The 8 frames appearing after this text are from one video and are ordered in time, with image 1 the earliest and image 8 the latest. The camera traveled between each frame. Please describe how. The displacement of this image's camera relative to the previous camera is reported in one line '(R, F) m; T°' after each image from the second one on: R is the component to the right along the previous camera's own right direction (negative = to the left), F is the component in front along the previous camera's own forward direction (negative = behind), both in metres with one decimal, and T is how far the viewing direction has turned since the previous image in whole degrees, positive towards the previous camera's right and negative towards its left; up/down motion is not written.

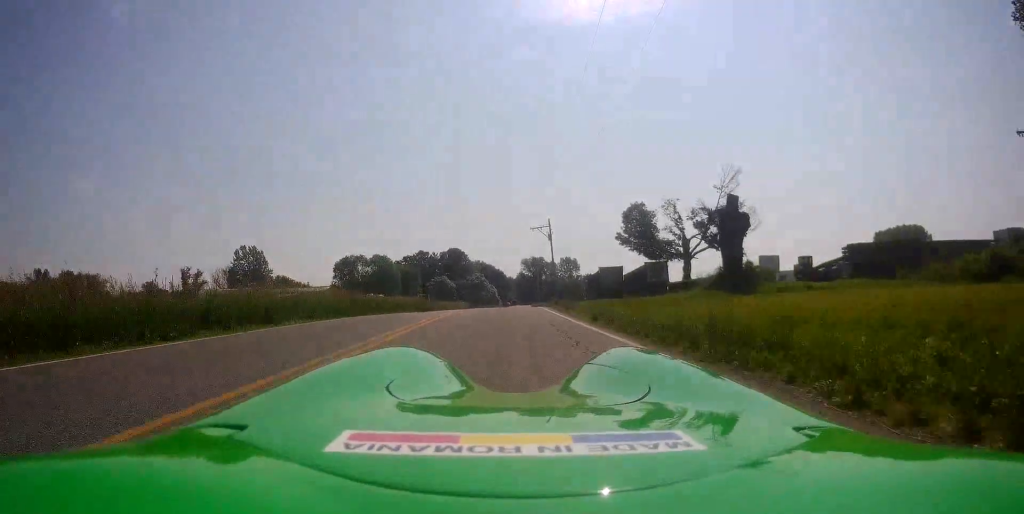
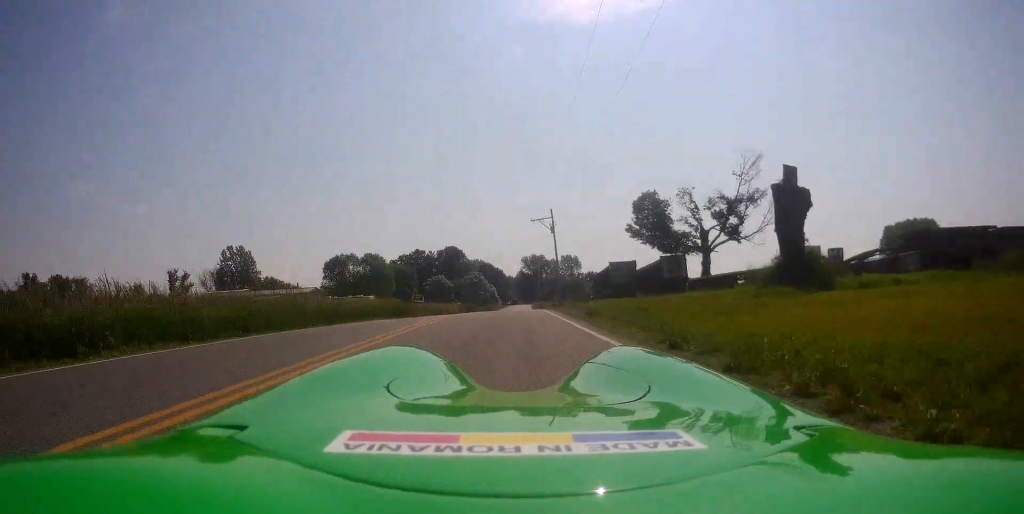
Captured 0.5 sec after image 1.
(0.0, +7.2) m; -1°
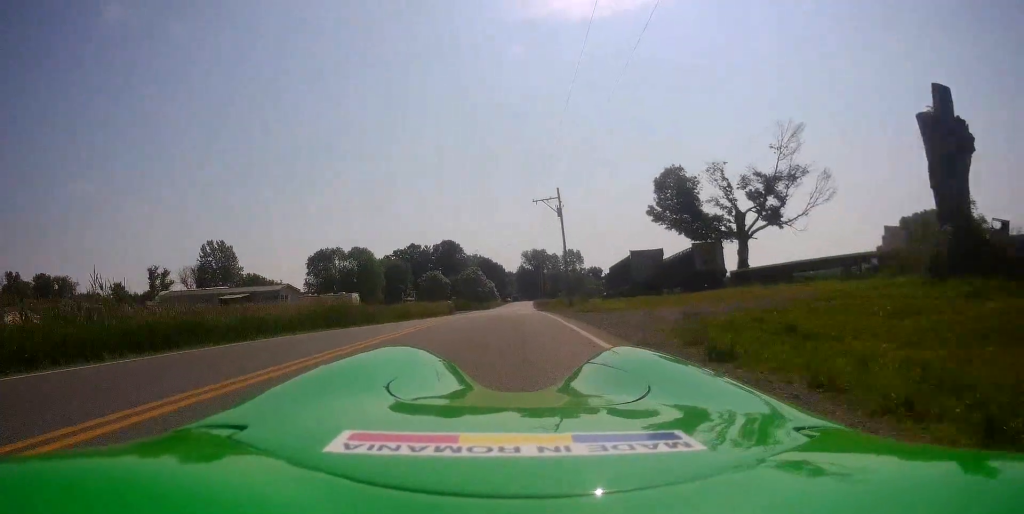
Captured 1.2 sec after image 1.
(-0.2, +10.7) m; -2°
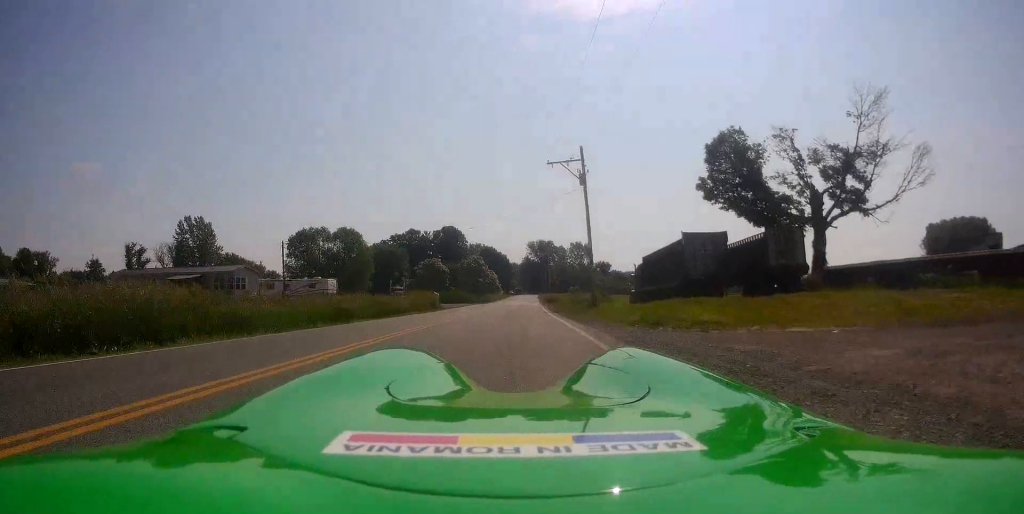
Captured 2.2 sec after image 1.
(-0.3, +12.9) m; 0°
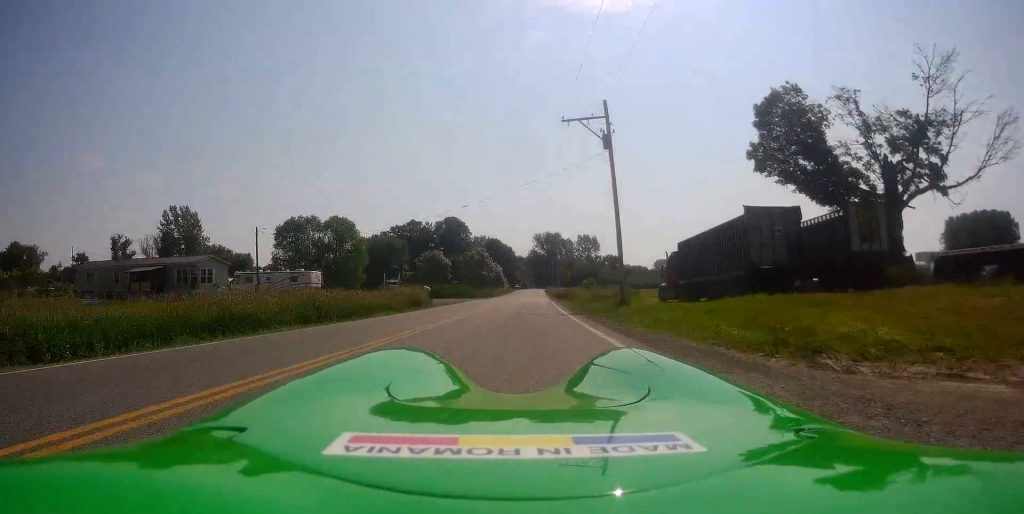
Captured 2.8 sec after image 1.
(-0.1, +8.7) m; +1°
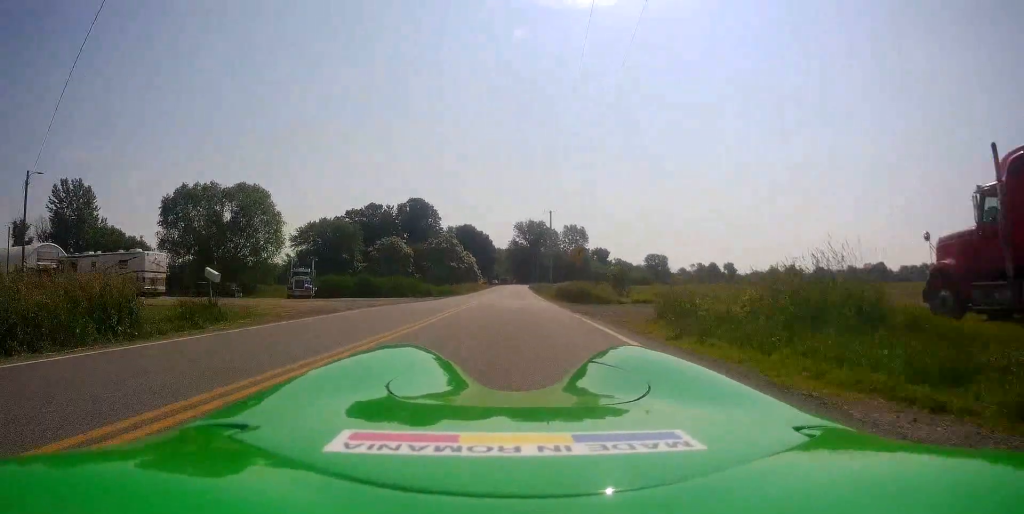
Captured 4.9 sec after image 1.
(+1.0, +29.9) m; 0°
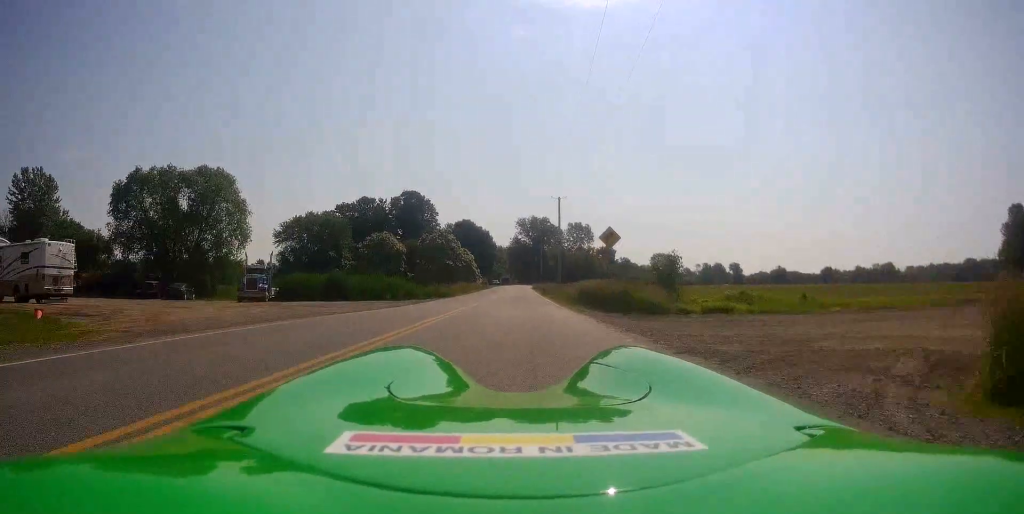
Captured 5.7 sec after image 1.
(-0.4, +10.6) m; +2°
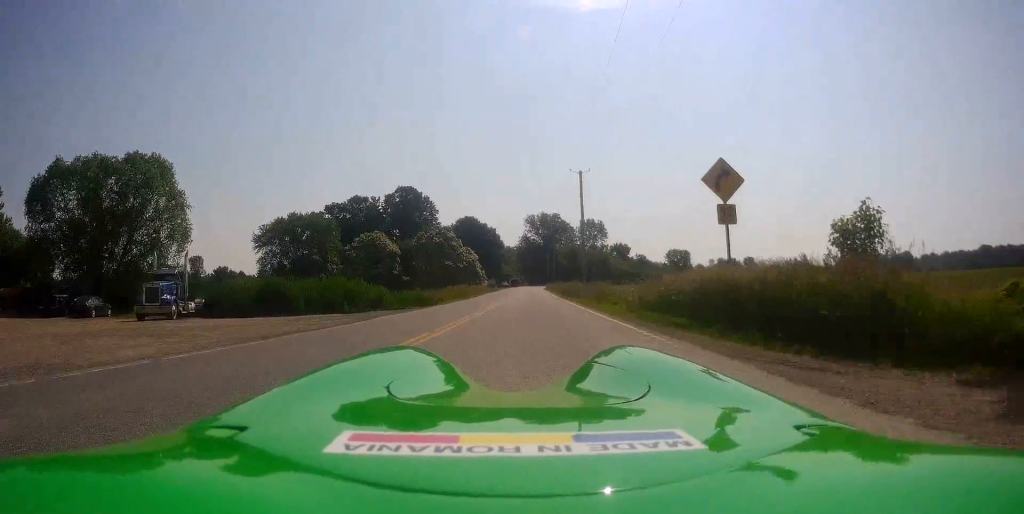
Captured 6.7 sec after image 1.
(+1.0, +14.7) m; 0°
